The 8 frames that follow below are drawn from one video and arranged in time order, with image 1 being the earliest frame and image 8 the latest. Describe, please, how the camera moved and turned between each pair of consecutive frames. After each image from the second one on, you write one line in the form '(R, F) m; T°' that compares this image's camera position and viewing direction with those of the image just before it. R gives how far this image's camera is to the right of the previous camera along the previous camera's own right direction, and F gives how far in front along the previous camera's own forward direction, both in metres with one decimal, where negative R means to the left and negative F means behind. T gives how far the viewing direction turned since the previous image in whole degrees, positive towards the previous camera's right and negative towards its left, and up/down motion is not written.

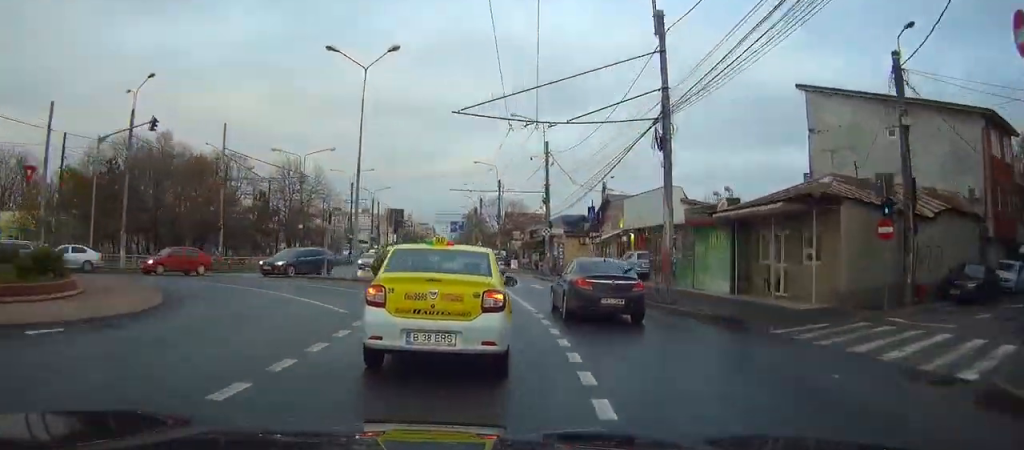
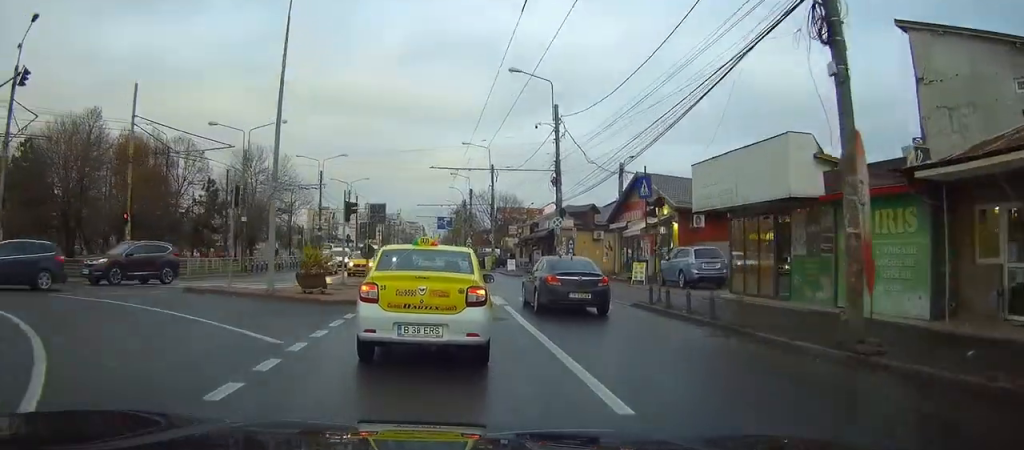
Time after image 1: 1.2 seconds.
(+0.3, +12.3) m; +1°
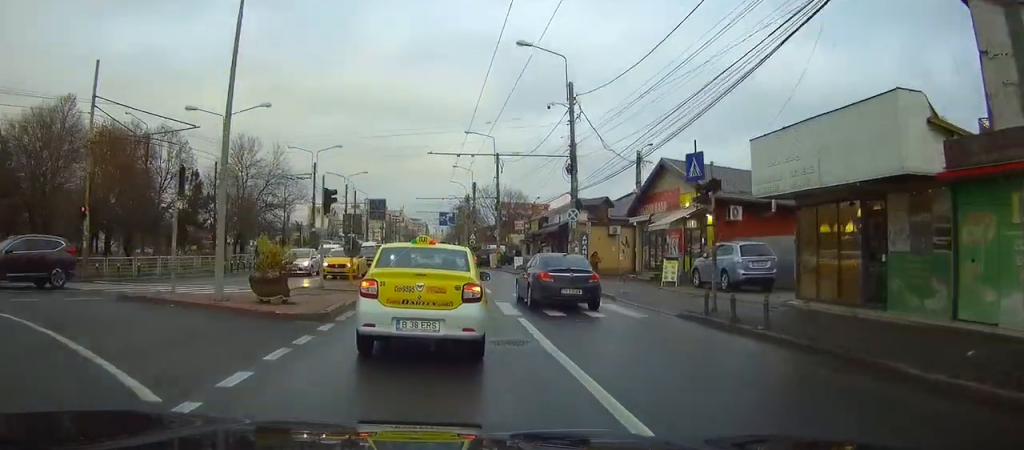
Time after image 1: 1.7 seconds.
(0.0, +4.6) m; 0°
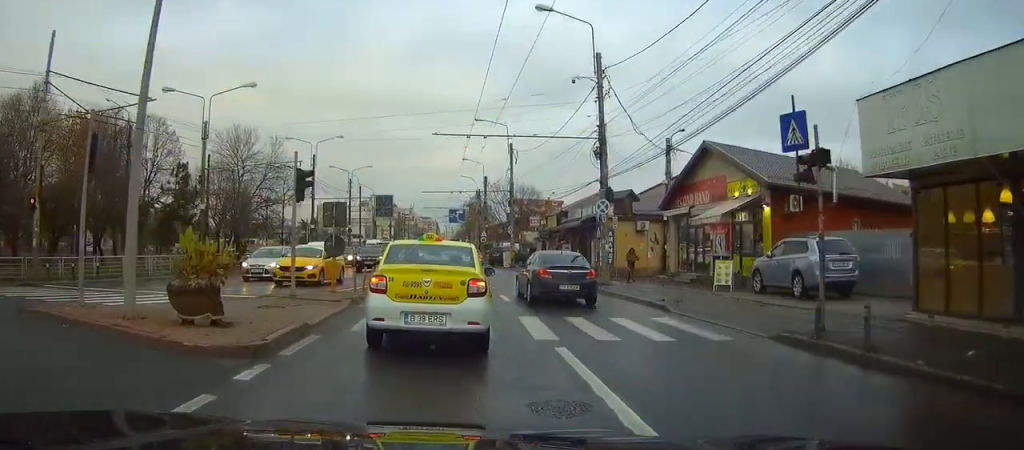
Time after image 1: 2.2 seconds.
(0.0, +5.0) m; 0°
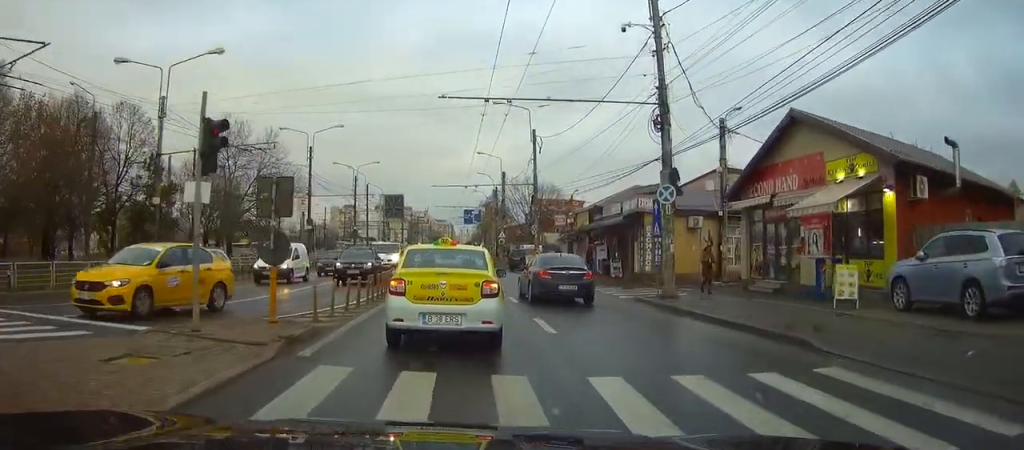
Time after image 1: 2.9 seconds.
(0.0, +7.3) m; -1°
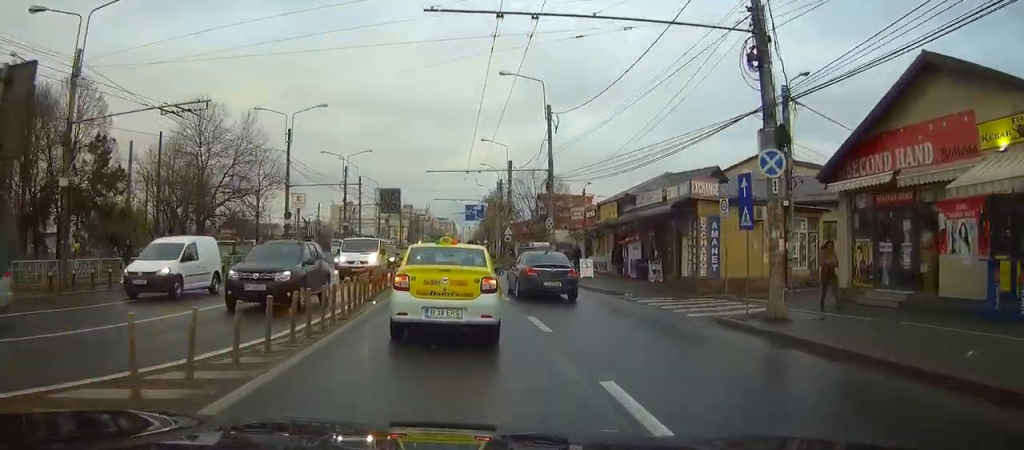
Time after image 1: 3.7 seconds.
(0.0, +7.7) m; -1°
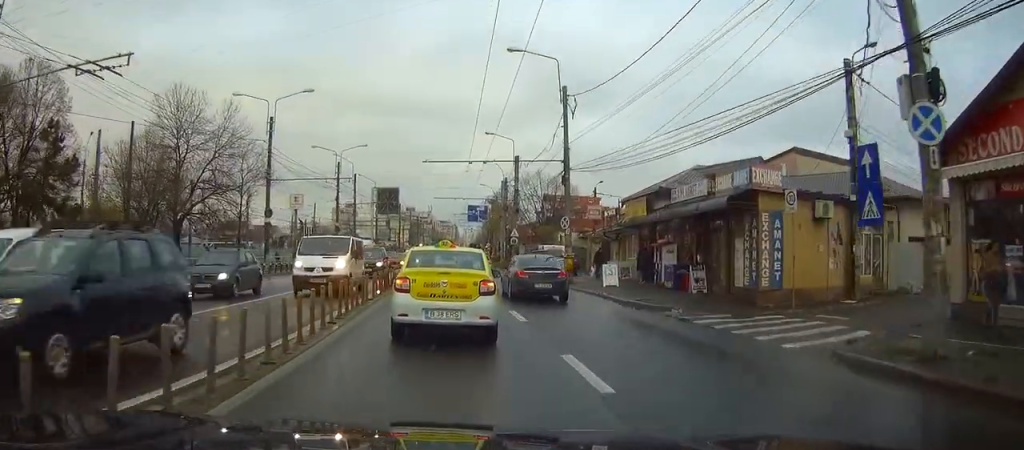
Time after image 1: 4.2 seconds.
(0.0, +5.5) m; -1°
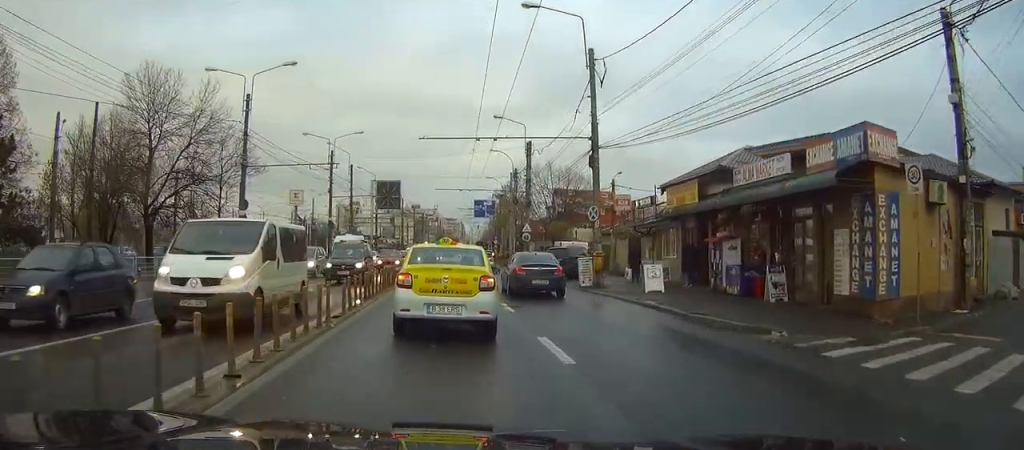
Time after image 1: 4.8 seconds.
(0.0, +6.2) m; -1°
